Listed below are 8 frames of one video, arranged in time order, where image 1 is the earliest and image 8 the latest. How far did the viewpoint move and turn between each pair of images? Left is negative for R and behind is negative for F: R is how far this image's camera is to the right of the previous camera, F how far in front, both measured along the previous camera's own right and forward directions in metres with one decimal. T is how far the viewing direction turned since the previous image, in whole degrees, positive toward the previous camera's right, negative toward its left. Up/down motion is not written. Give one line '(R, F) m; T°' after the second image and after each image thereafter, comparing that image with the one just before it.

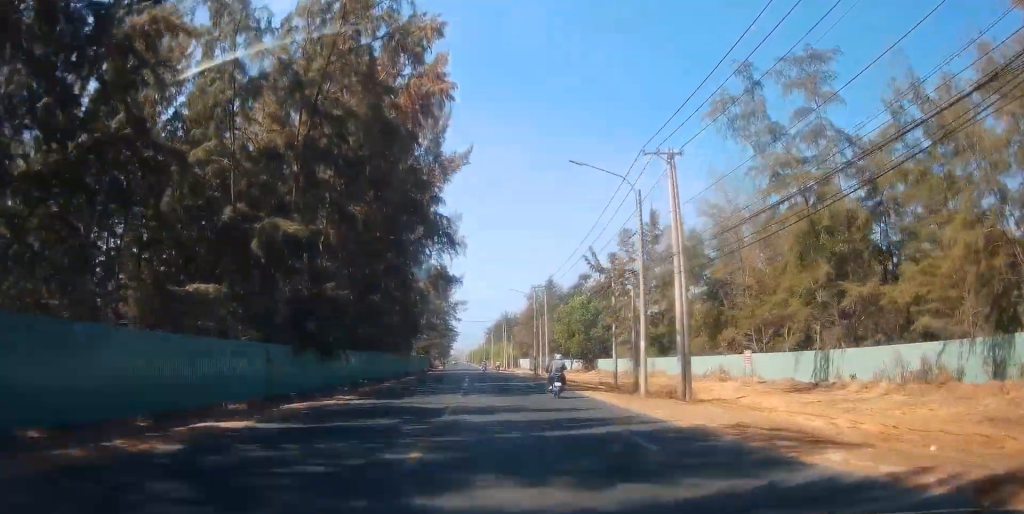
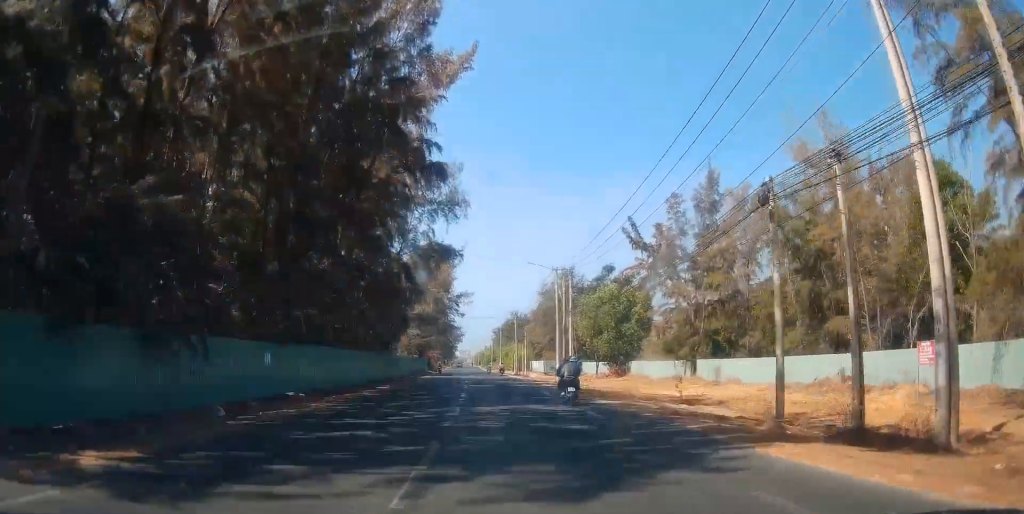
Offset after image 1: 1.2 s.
(-0.2, +18.5) m; -1°
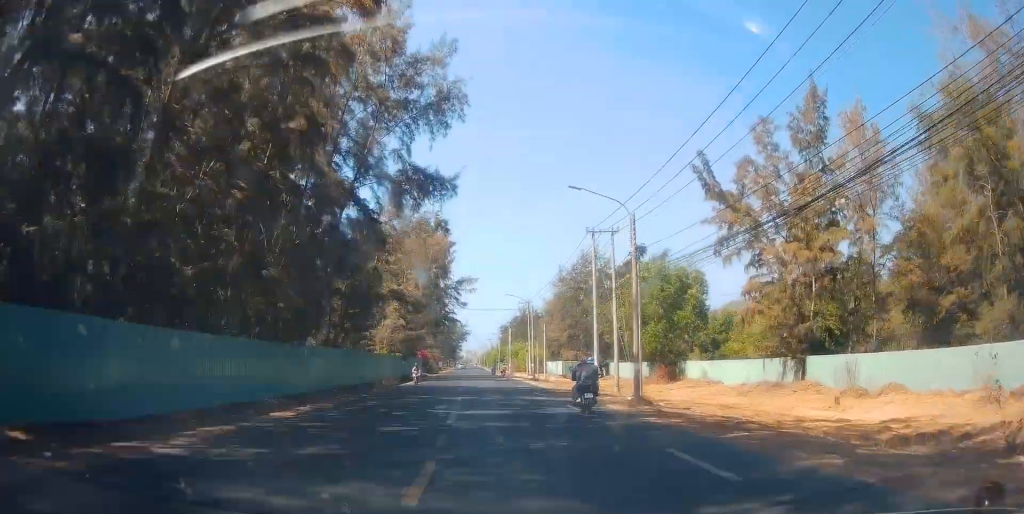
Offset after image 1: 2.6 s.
(-0.1, +19.9) m; 0°
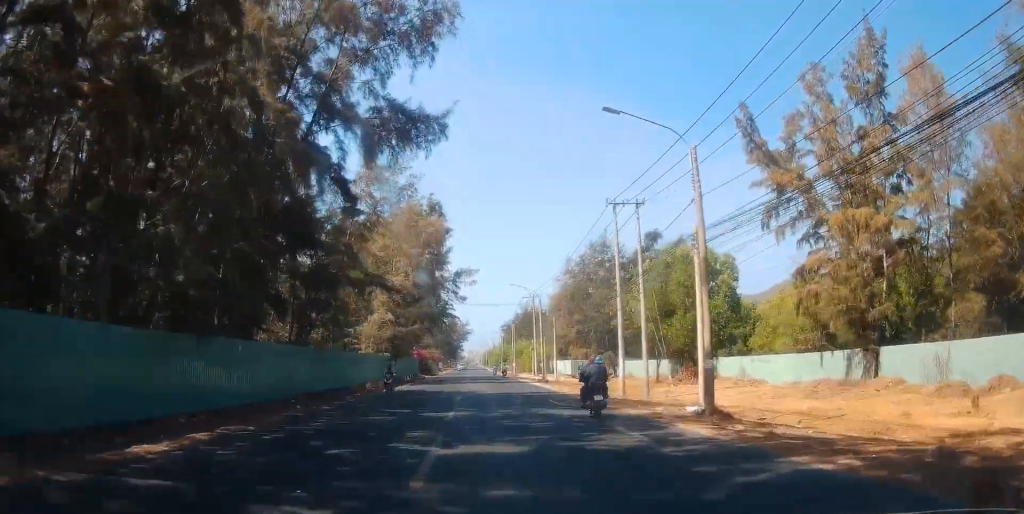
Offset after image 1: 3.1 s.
(0.0, +8.0) m; +1°
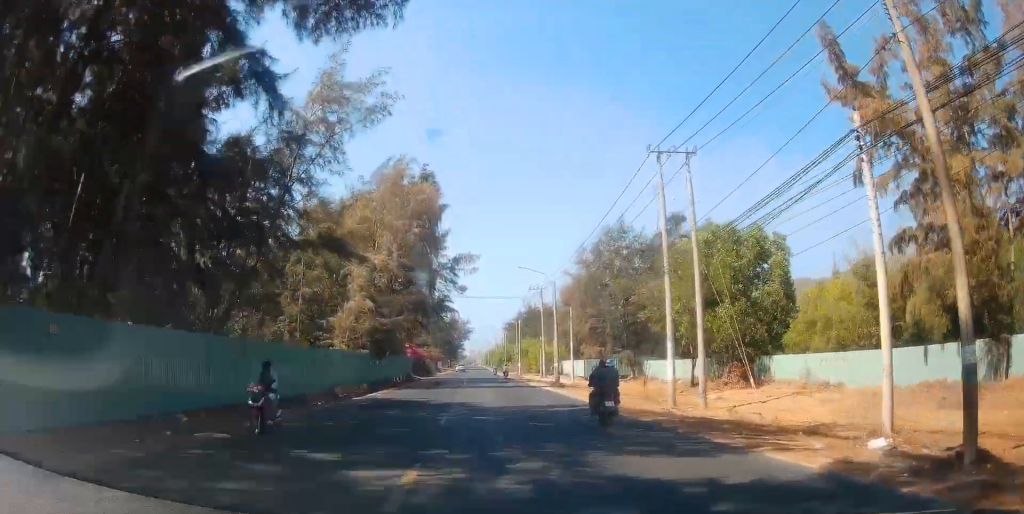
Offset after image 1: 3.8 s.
(+0.1, +10.0) m; +1°
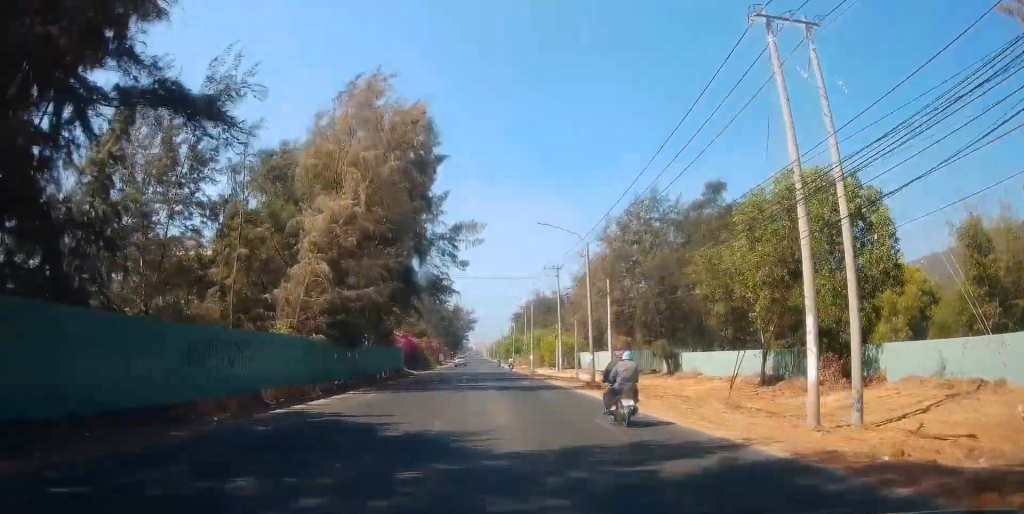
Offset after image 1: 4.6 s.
(+0.1, +12.5) m; 0°
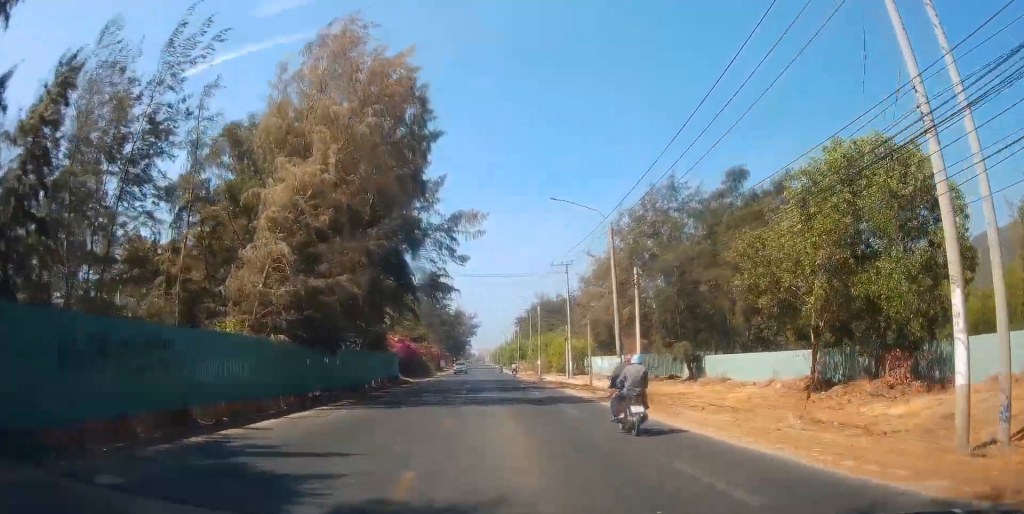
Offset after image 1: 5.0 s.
(-0.1, +6.0) m; -1°
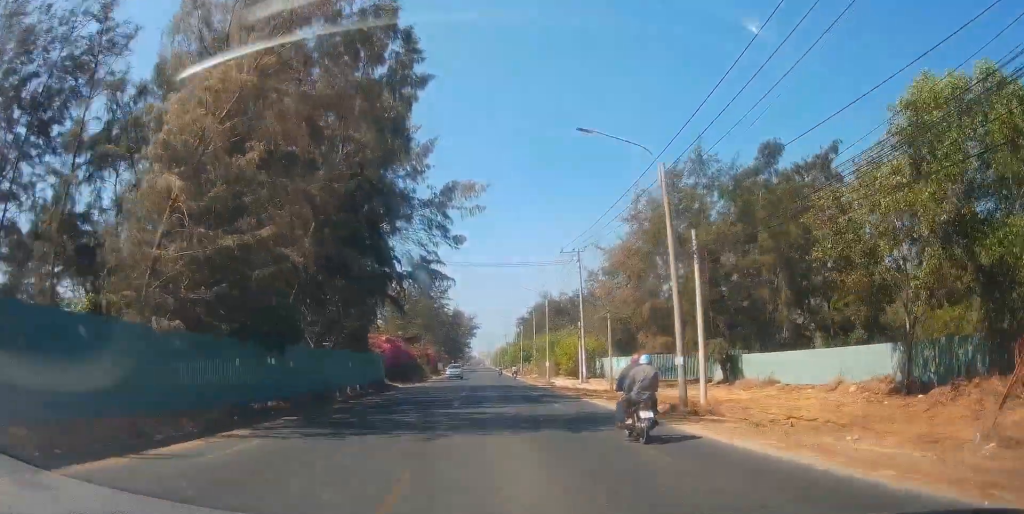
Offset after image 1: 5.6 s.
(-0.1, +8.5) m; -1°
